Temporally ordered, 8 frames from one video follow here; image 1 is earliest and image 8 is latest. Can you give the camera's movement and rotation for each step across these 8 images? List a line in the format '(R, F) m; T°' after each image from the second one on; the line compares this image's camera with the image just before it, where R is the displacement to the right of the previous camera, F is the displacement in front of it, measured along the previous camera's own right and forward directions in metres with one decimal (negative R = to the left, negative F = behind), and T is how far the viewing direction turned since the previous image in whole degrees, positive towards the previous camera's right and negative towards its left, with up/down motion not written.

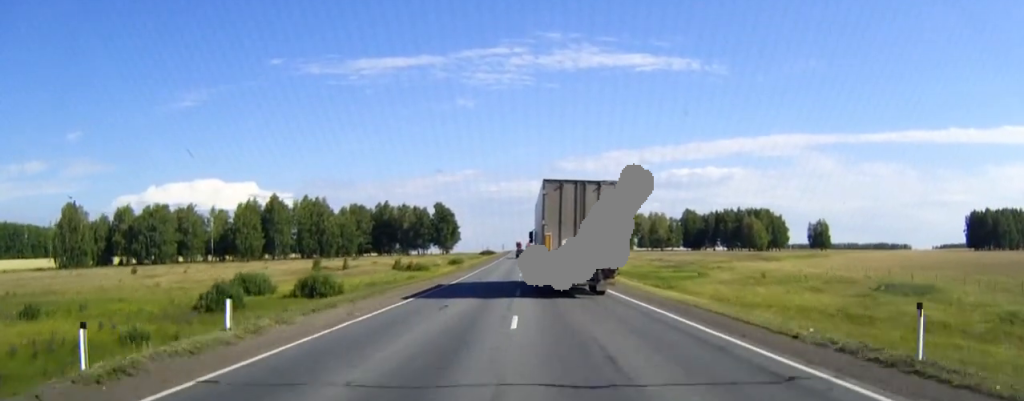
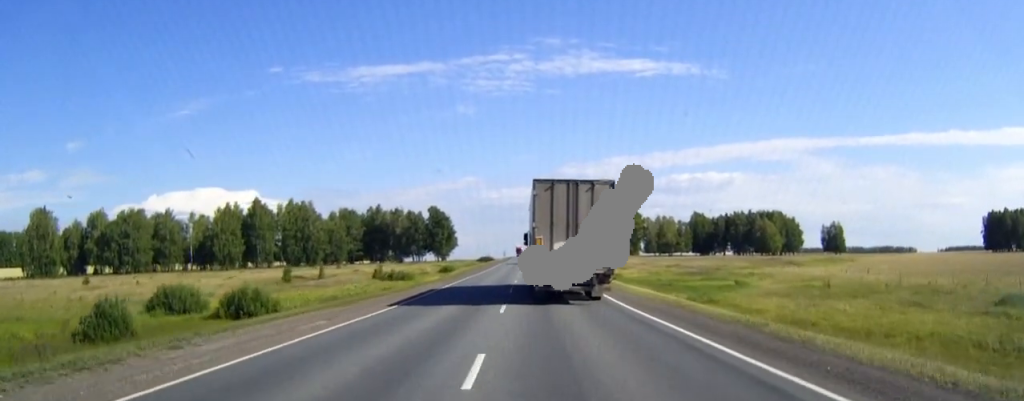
(0.0, +18.5) m; 0°
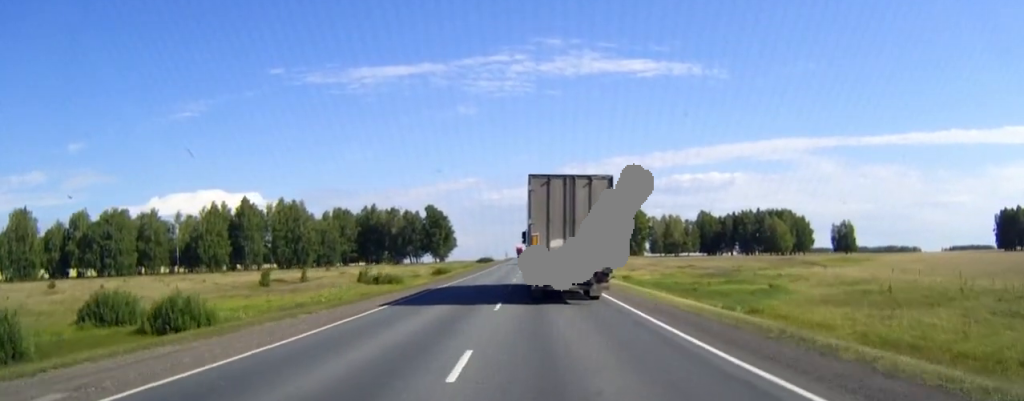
(0.0, +11.7) m; 0°
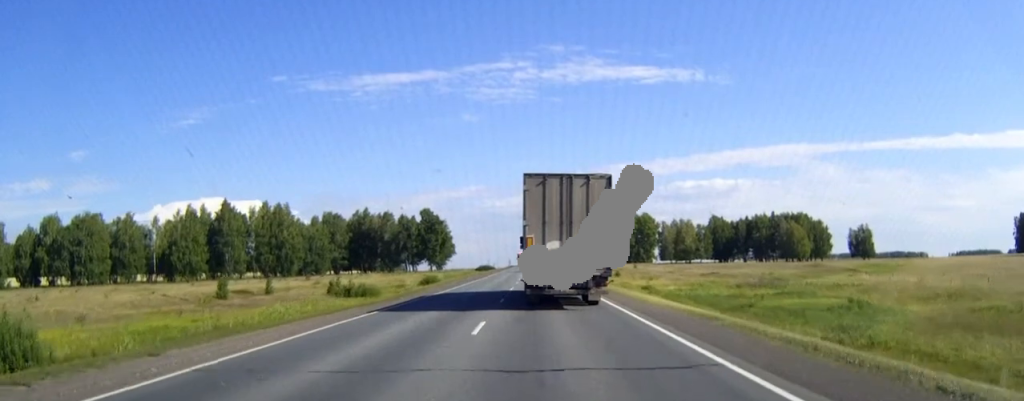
(-0.1, +17.9) m; 0°
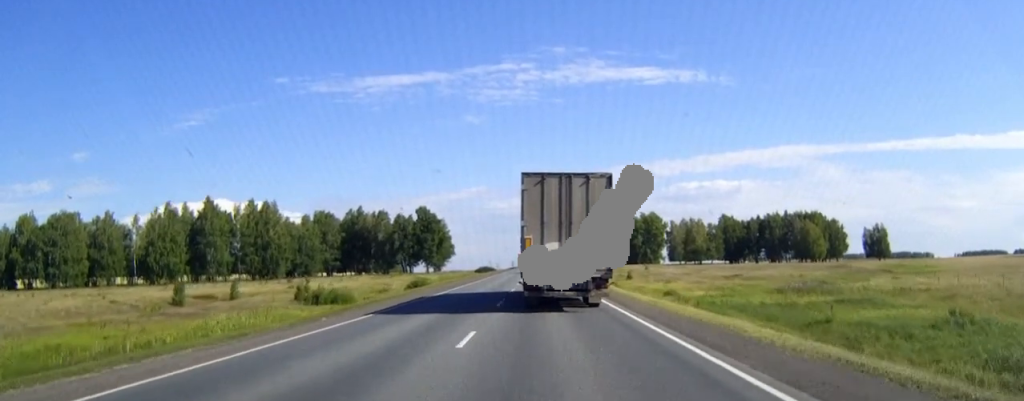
(0.0, +14.1) m; 0°
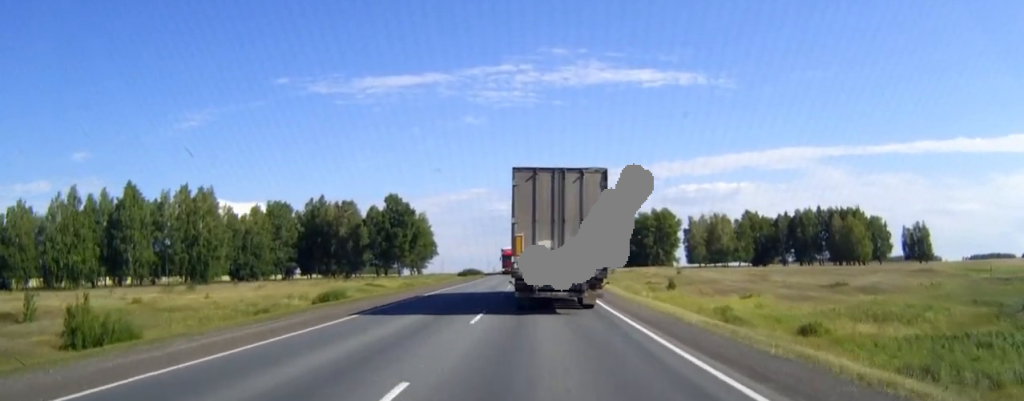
(-0.1, +43.0) m; 0°
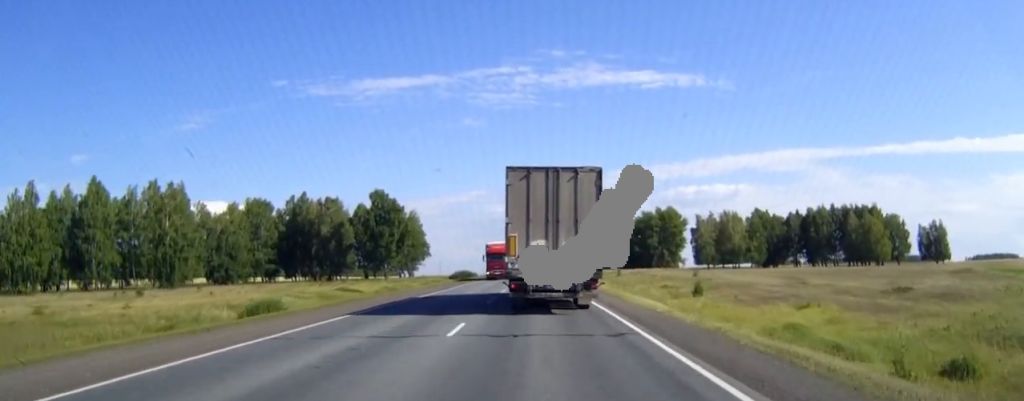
(0.0, +15.3) m; 0°
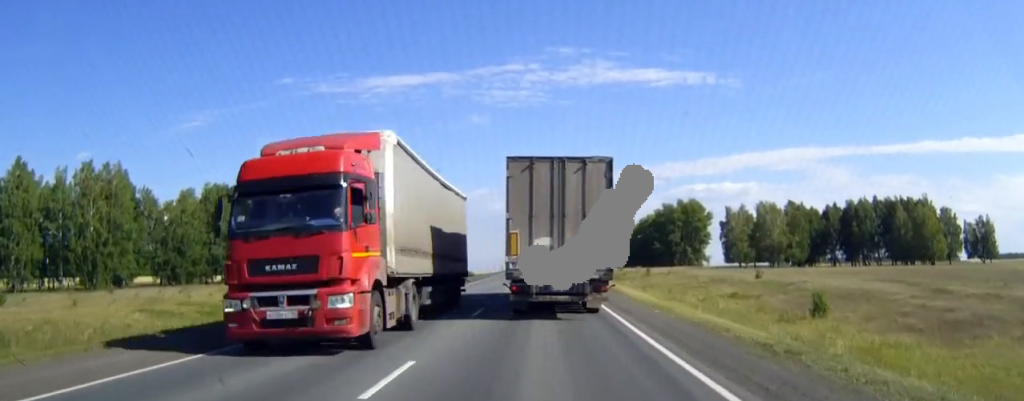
(-0.1, +30.5) m; -1°
